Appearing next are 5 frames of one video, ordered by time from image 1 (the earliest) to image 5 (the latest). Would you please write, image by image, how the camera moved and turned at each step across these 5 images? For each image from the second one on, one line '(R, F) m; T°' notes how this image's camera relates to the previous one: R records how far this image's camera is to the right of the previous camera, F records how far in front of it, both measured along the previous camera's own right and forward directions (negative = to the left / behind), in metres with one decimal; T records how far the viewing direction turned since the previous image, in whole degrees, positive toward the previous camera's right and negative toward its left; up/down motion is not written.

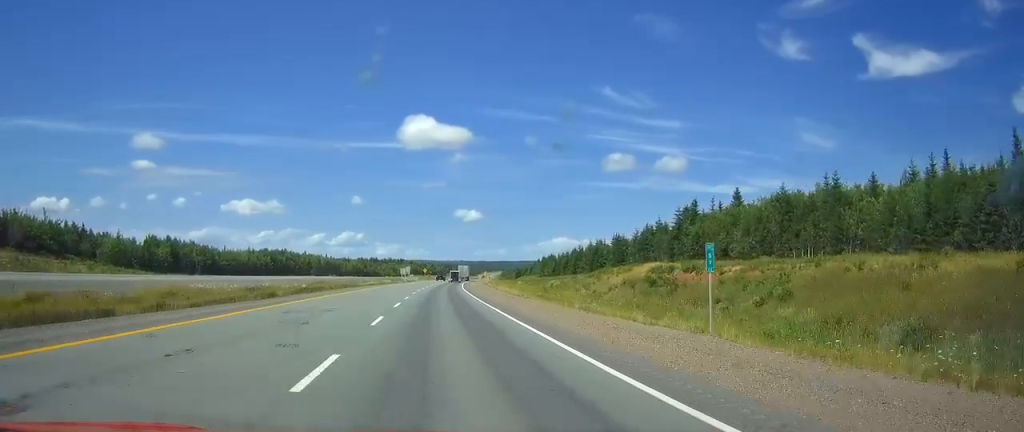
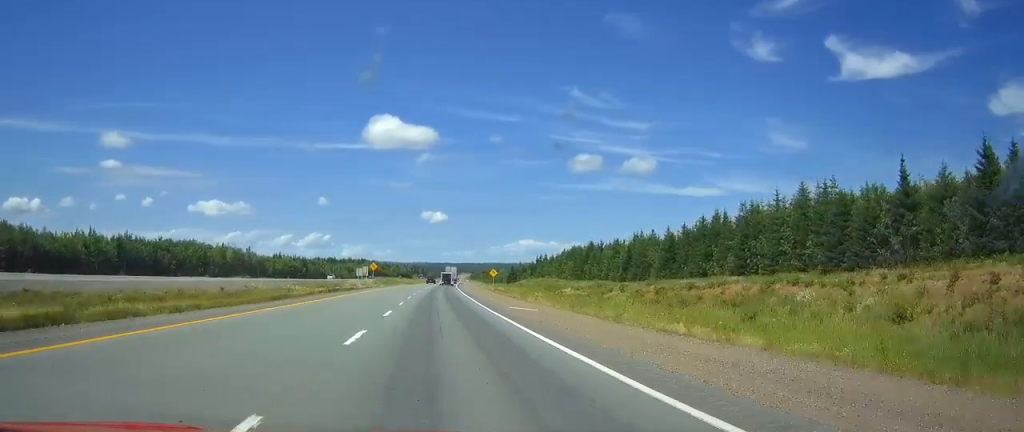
(+2.3, +86.4) m; +3°
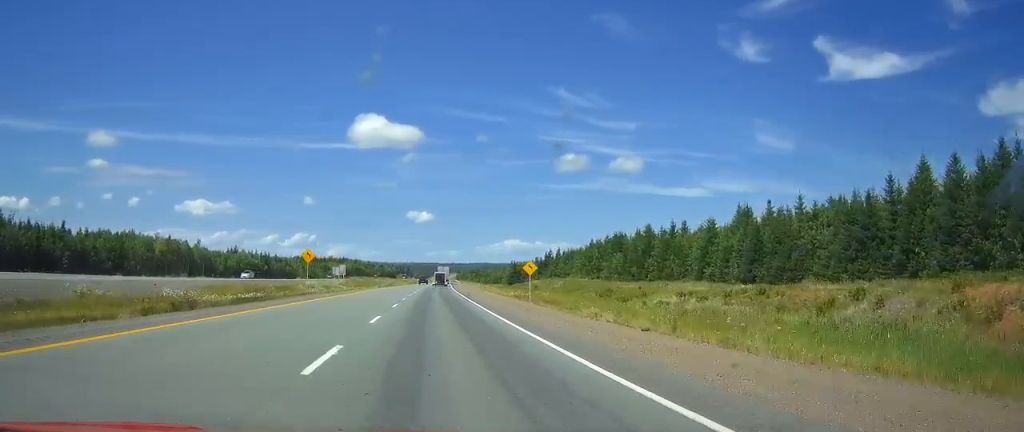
(+0.3, +39.8) m; +1°
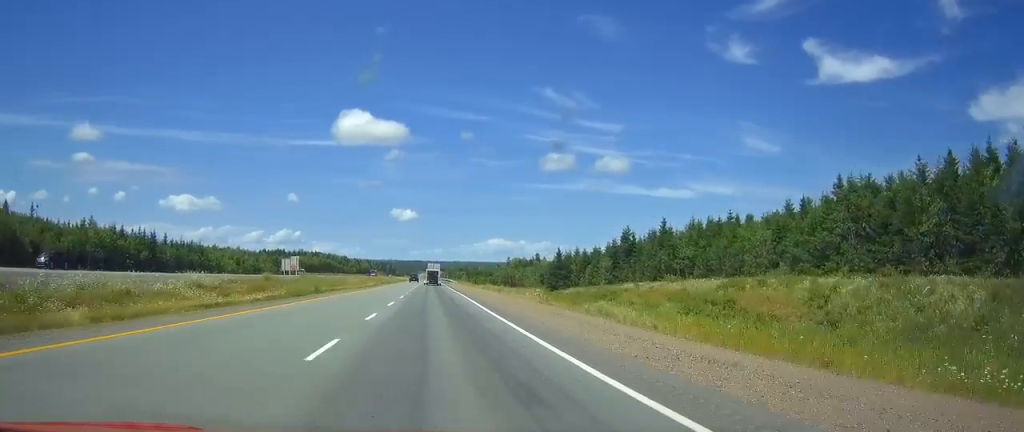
(+1.5, +82.0) m; +2°
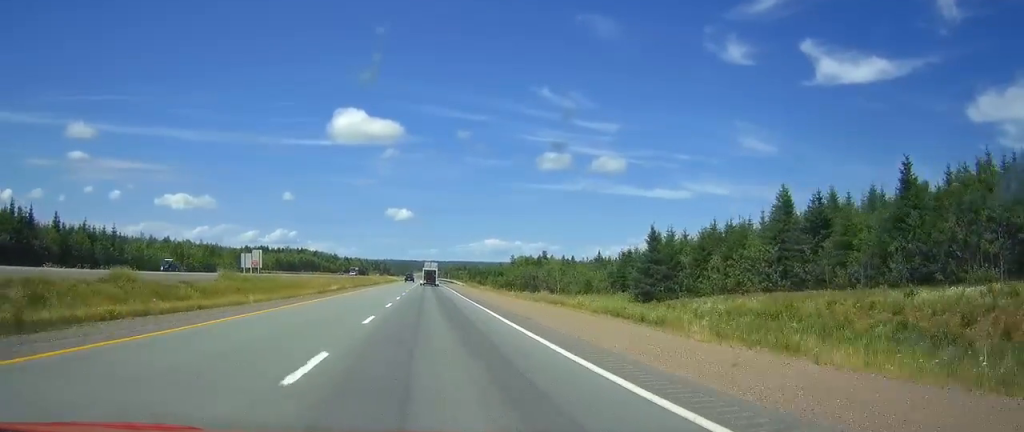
(+0.2, +47.7) m; 0°
